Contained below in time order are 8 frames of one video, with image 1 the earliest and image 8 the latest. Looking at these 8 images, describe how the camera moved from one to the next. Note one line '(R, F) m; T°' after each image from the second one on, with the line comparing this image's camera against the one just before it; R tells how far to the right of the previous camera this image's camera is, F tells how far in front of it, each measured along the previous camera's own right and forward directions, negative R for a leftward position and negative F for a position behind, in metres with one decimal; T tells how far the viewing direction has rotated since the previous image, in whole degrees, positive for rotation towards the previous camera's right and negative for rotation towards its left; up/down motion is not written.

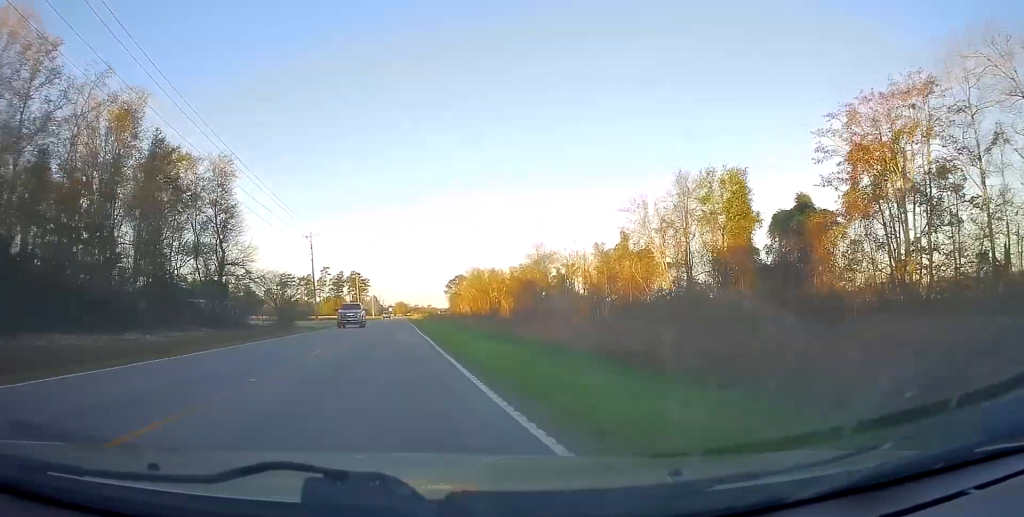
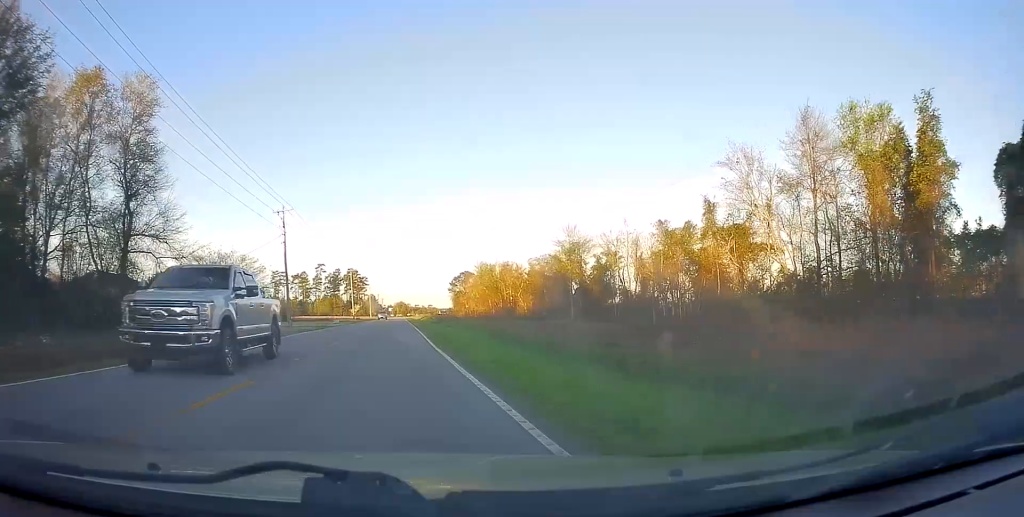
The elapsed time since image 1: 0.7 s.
(-0.1, +19.5) m; 0°
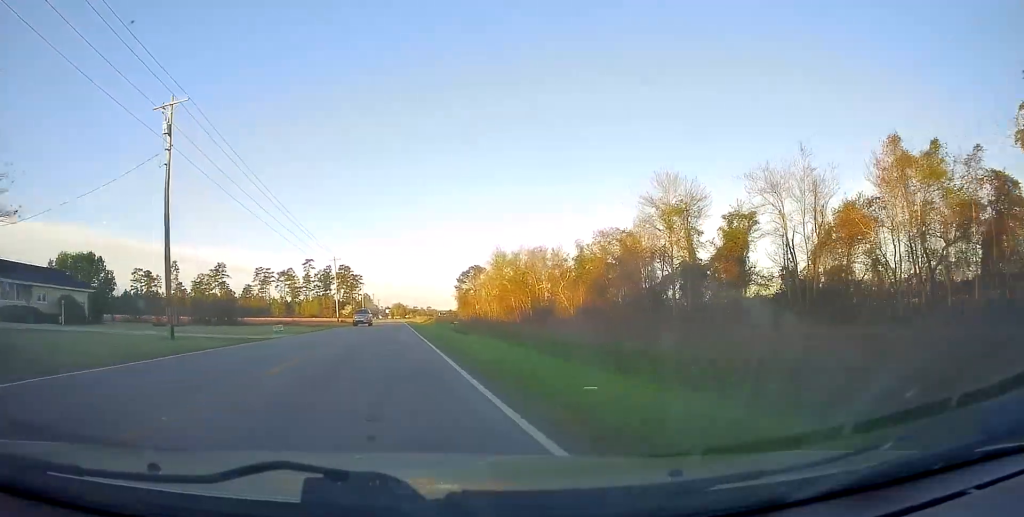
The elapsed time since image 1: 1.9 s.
(+0.2, +32.1) m; +1°
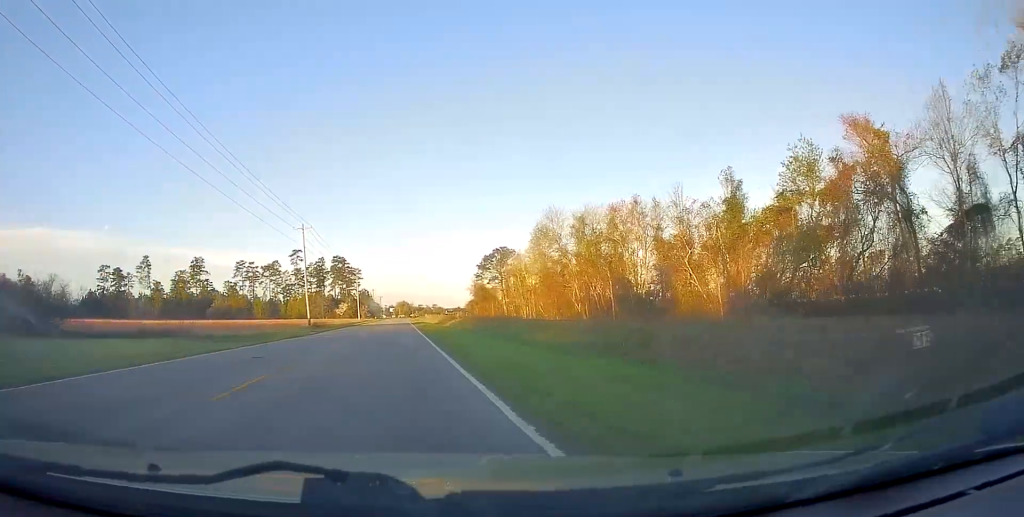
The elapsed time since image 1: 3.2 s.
(+0.1, +39.2) m; 0°
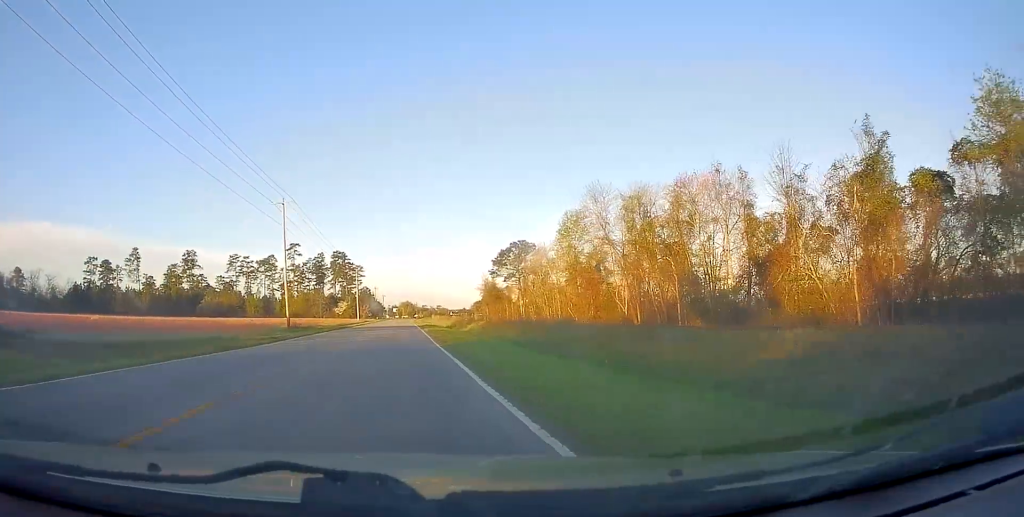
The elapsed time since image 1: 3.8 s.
(-0.1, +15.6) m; 0°
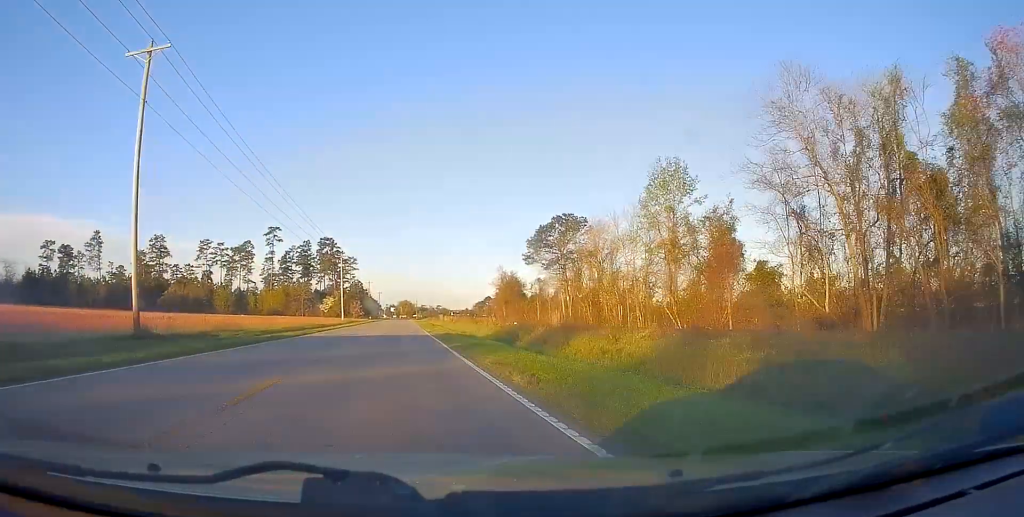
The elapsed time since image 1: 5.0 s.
(-0.1, +33.7) m; 0°
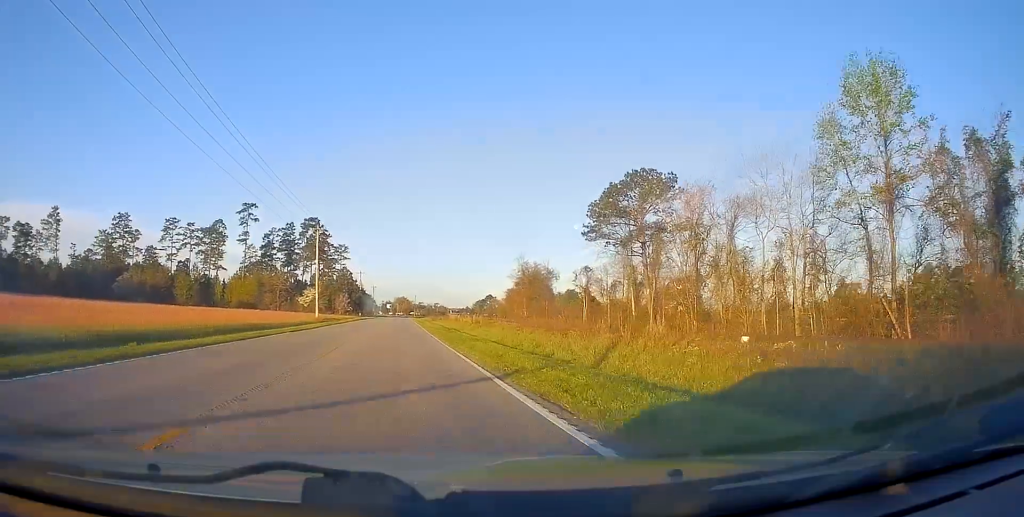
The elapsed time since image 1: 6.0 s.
(-0.1, +29.6) m; +1°
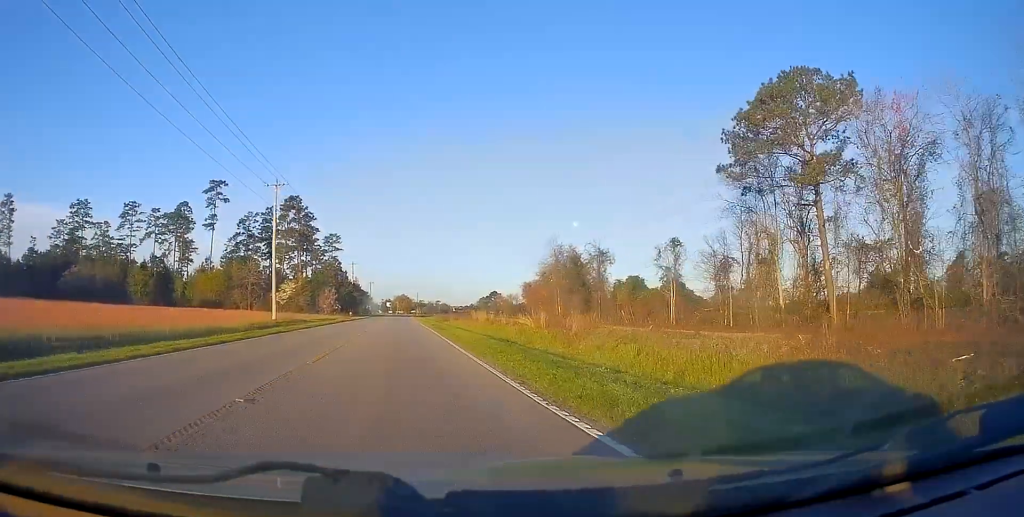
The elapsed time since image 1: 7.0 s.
(+0.4, +27.6) m; 0°
